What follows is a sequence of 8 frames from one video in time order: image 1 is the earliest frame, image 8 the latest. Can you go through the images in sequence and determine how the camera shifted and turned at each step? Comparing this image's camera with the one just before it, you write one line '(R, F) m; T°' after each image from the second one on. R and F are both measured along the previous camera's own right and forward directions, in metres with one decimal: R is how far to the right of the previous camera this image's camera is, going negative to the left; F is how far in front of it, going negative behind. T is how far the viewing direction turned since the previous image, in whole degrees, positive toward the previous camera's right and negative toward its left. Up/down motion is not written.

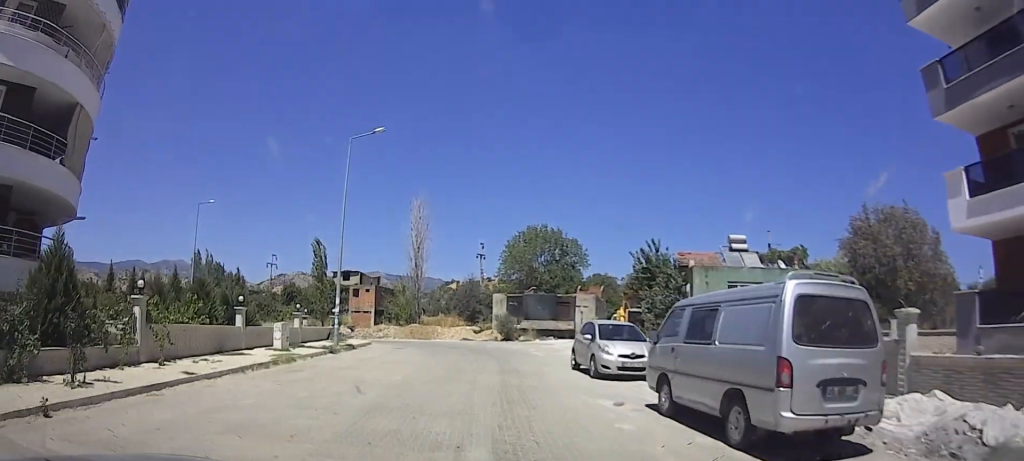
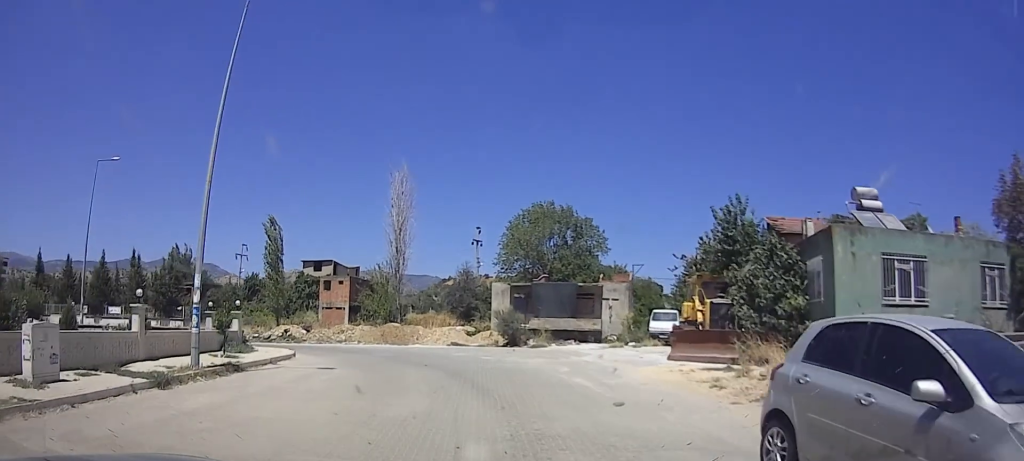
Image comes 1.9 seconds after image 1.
(+0.3, +12.5) m; 0°
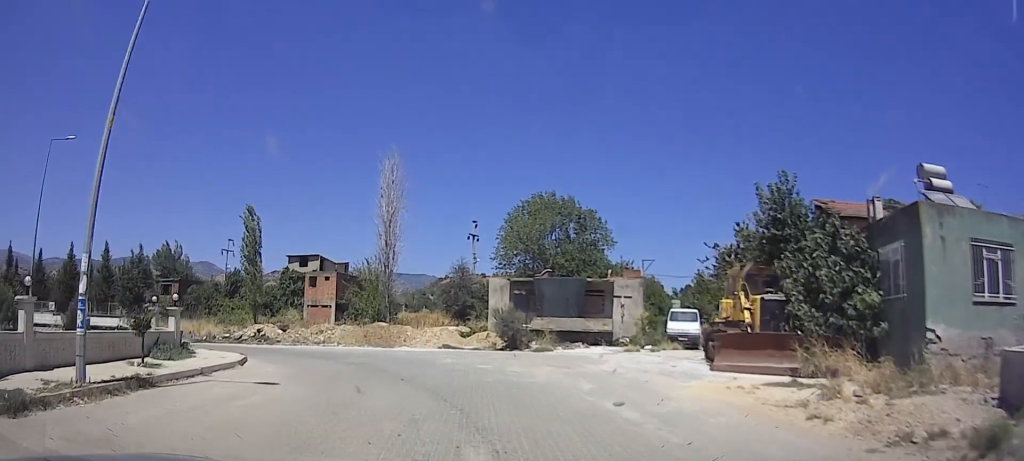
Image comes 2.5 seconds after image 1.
(+0.4, +4.7) m; -1°
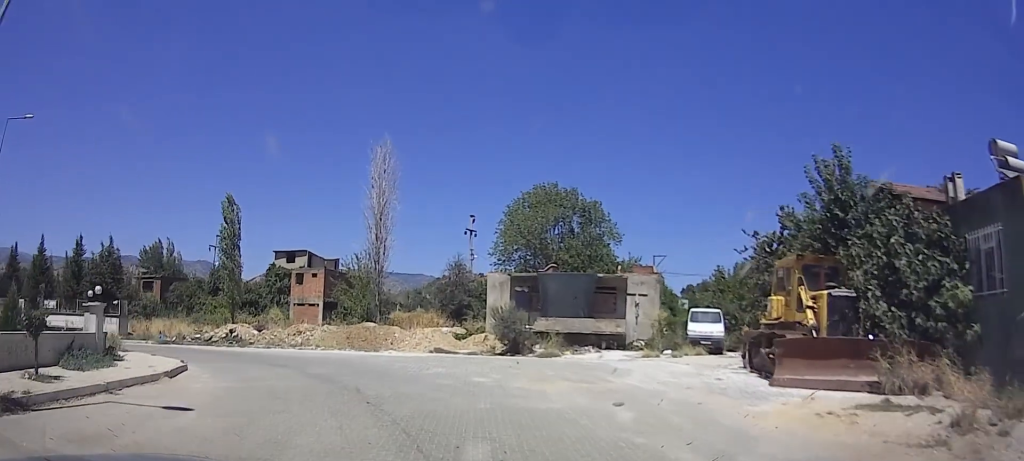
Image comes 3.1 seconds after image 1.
(+0.2, +4.4) m; -2°
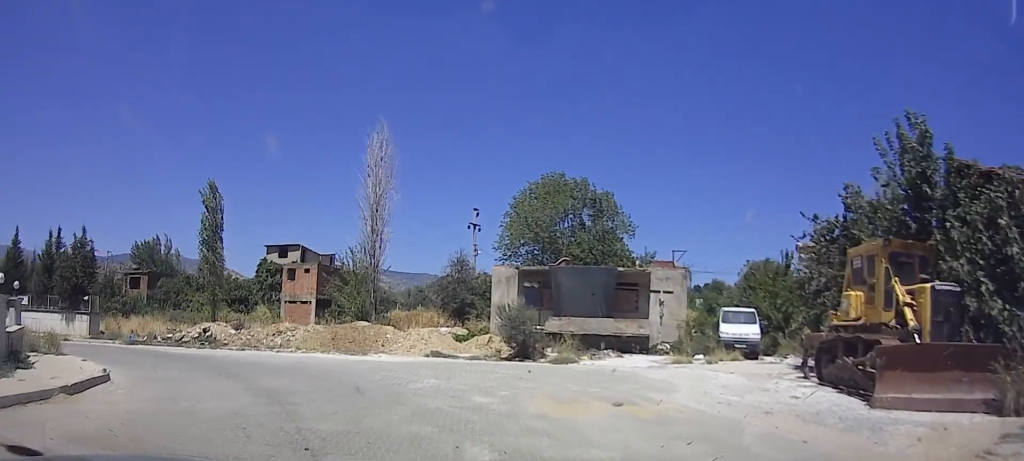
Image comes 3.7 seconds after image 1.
(-0.5, +4.7) m; -5°
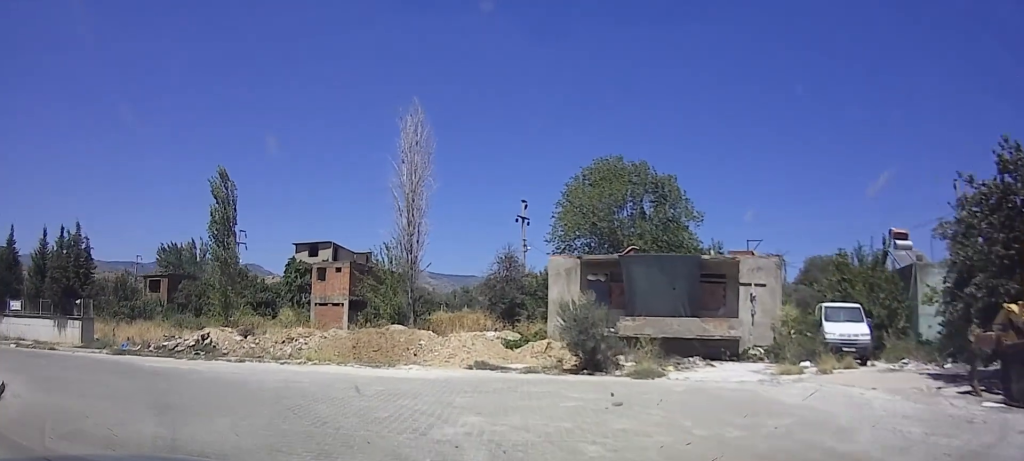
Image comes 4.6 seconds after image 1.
(-0.2, +6.2) m; -4°
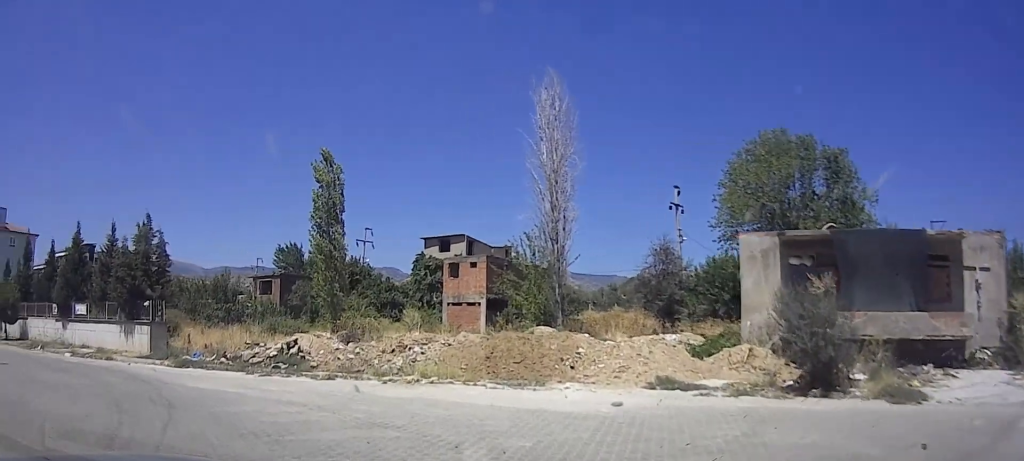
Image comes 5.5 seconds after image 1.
(-0.2, +6.1) m; -12°
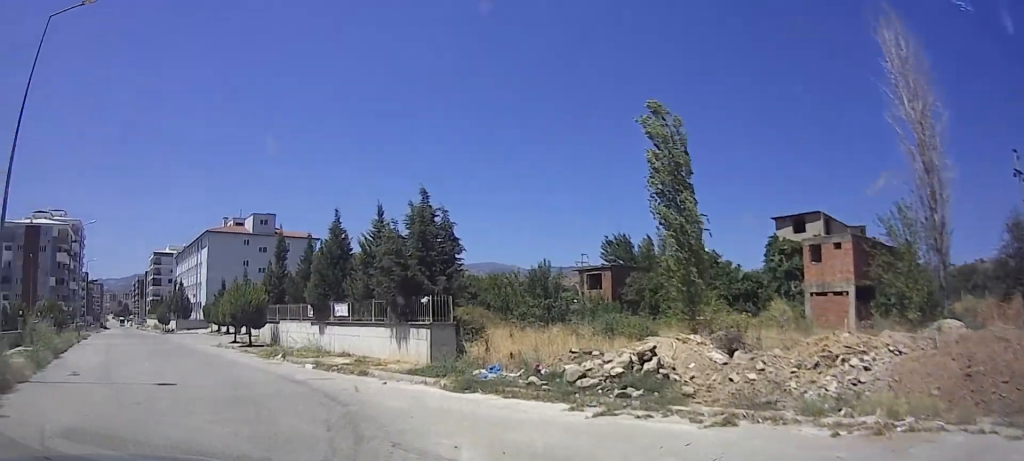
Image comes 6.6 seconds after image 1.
(-1.2, +6.2) m; -22°
